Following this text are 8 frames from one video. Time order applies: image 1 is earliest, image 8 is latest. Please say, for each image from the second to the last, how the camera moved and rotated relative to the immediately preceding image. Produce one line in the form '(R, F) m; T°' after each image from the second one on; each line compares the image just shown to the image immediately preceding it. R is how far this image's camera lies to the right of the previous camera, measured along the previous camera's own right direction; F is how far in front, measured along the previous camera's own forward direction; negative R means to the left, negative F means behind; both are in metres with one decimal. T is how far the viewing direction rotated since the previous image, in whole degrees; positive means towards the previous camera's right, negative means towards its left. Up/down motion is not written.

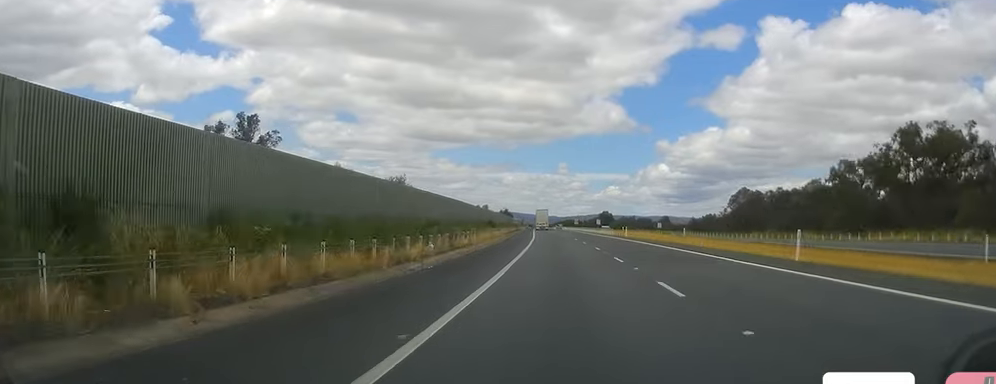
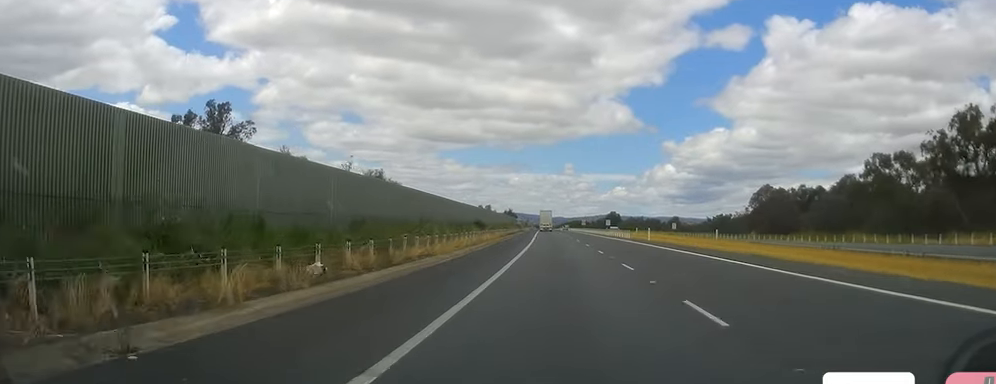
(-0.1, +15.3) m; 0°
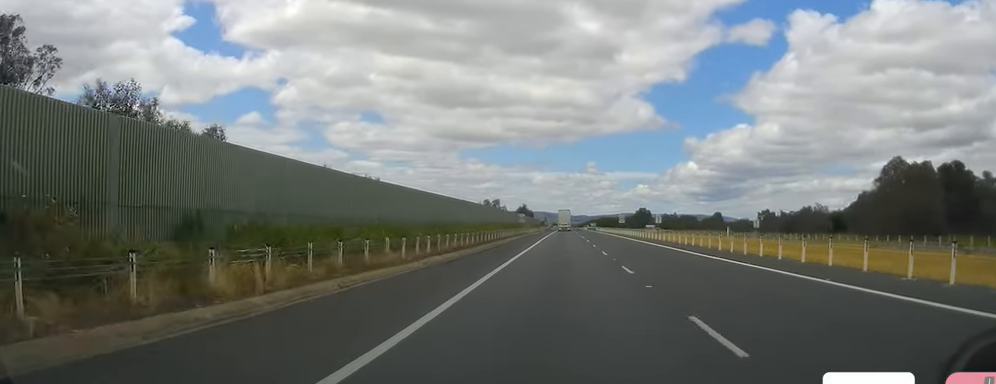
(-0.5, +60.1) m; -2°
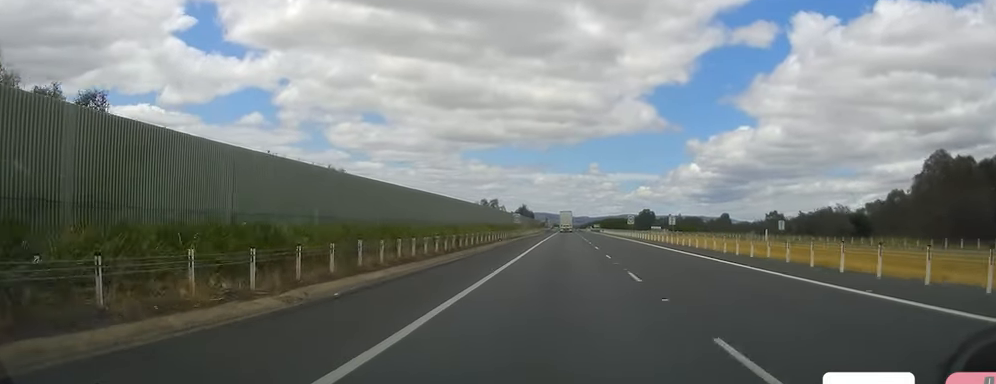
(-0.3, +13.3) m; 0°
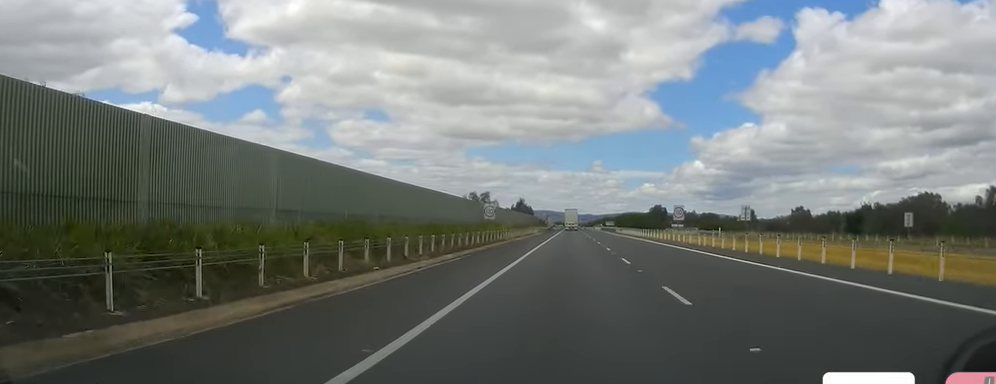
(+0.2, +40.0) m; 0°
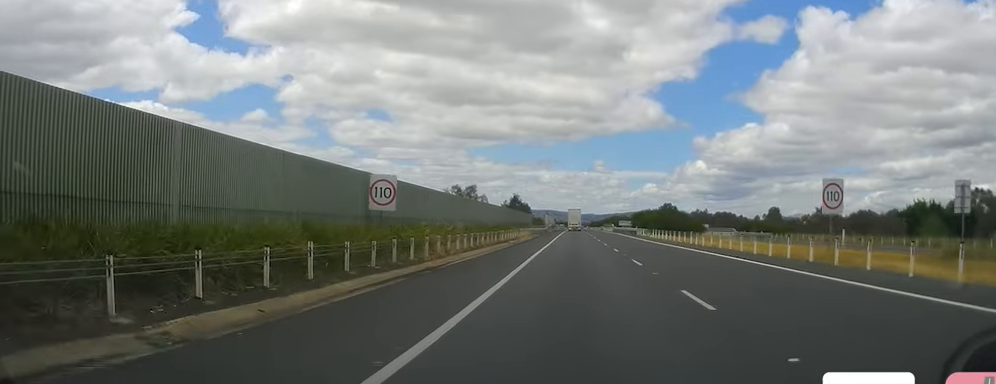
(0.0, +35.4) m; 0°
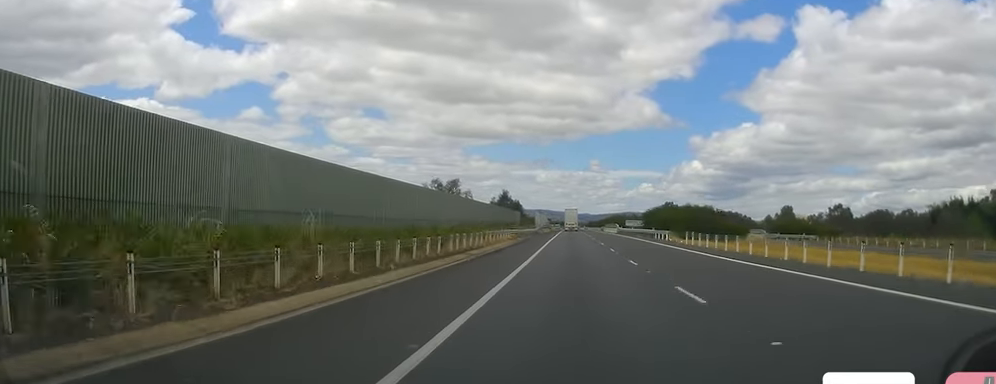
(+0.1, +22.0) m; 0°
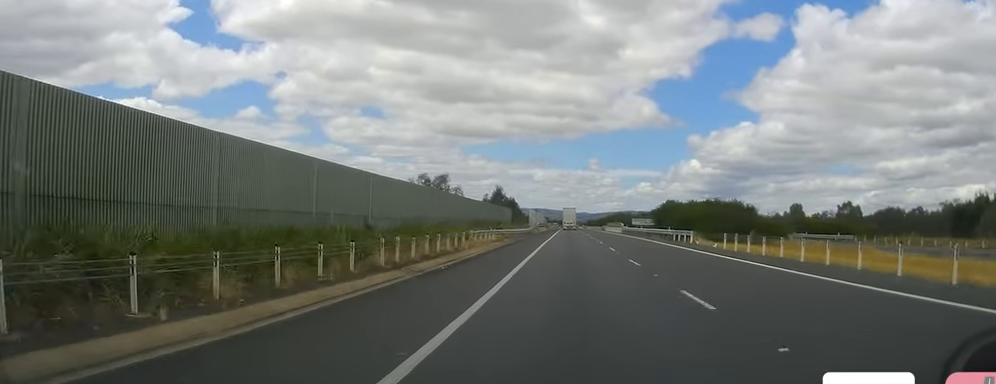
(-0.2, +12.4) m; 0°
